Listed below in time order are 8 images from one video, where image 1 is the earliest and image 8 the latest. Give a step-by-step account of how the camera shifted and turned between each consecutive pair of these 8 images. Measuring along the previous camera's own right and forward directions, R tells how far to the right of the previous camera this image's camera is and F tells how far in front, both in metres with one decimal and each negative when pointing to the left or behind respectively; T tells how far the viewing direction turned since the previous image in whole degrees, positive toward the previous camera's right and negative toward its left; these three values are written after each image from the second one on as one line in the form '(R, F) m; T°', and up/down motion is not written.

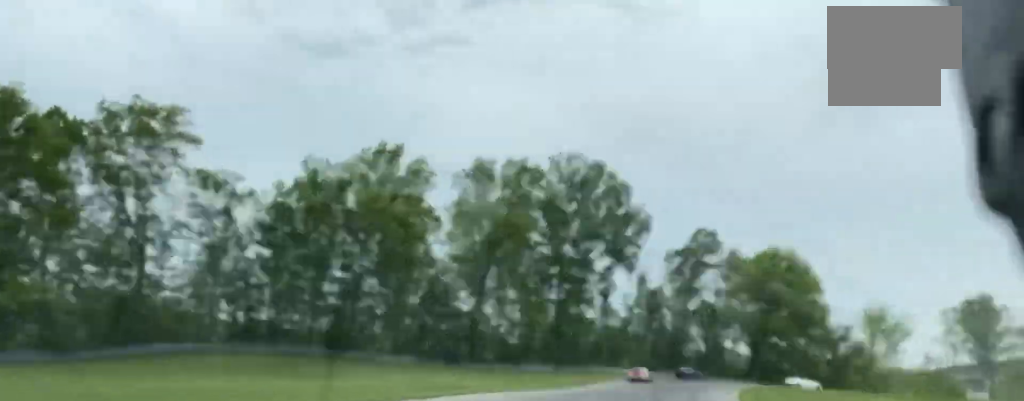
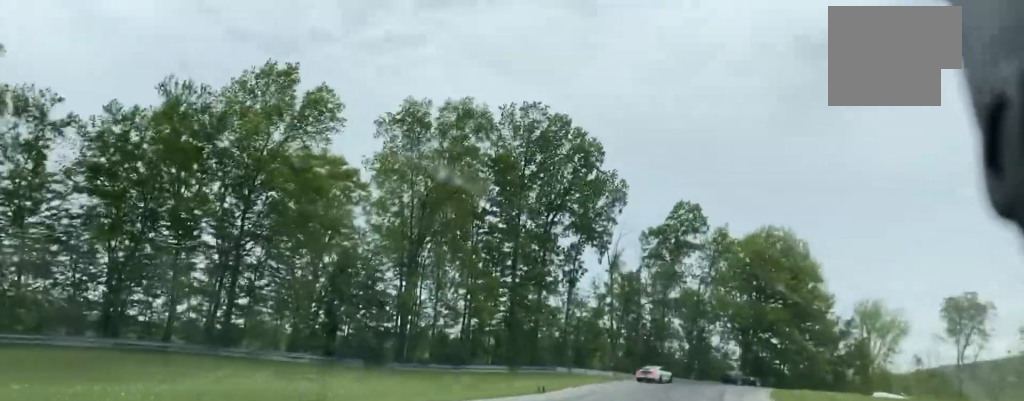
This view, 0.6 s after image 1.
(-0.2, +19.6) m; +3°
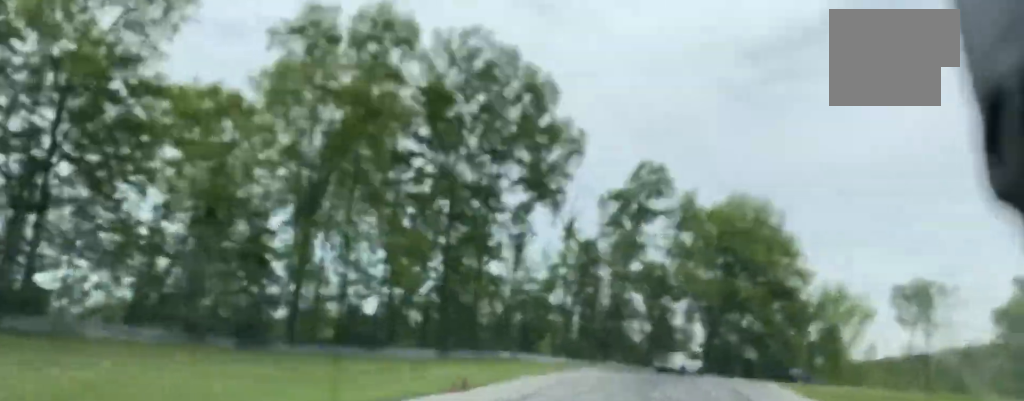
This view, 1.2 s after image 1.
(+1.1, +18.0) m; +3°
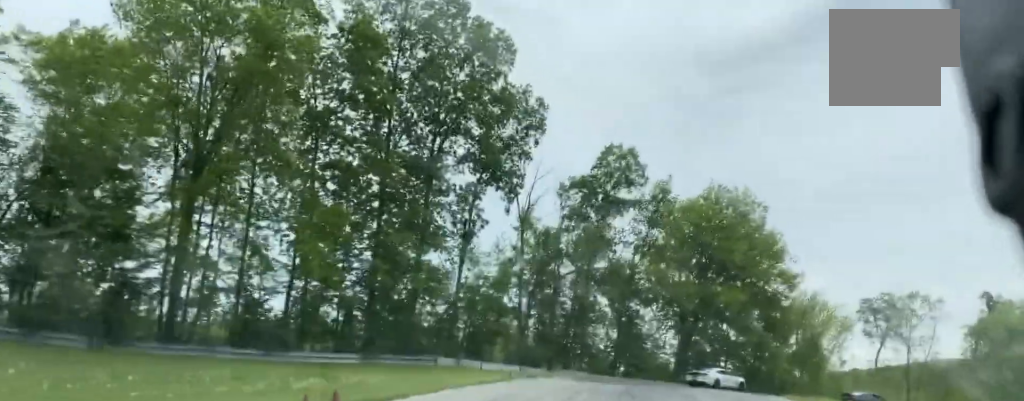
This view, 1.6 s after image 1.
(+0.4, +11.7) m; +2°
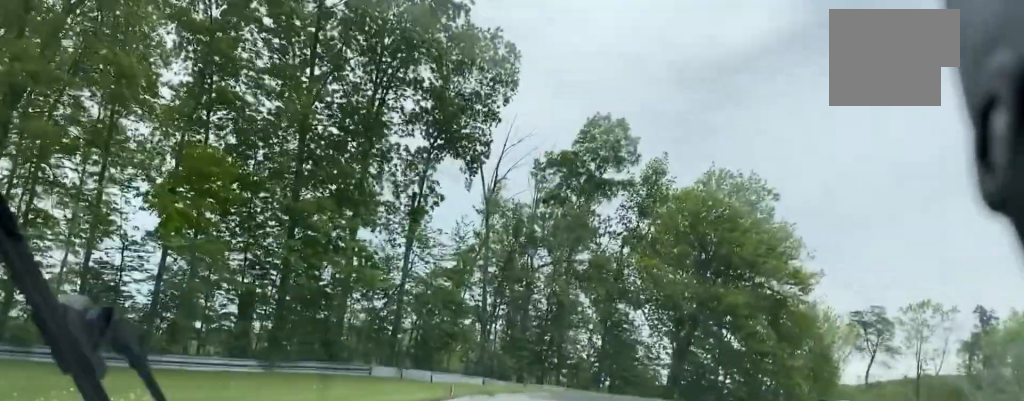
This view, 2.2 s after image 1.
(+0.3, +14.2) m; +6°
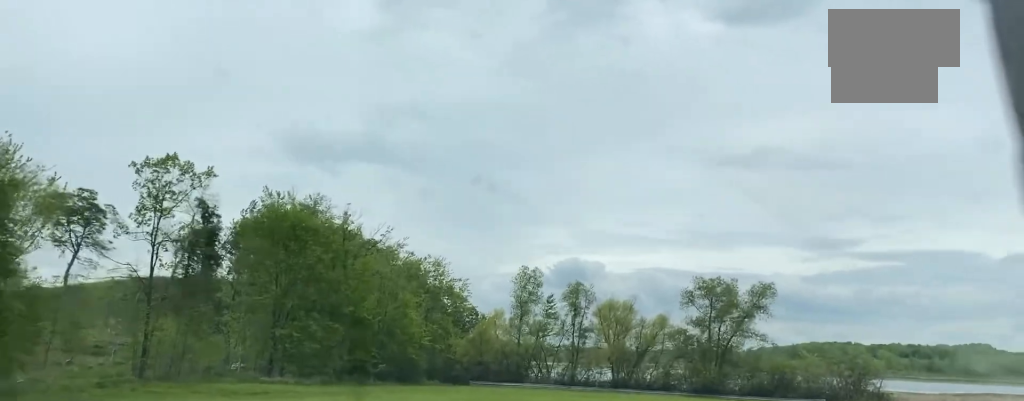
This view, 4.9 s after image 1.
(+20.6, +42.6) m; +68°
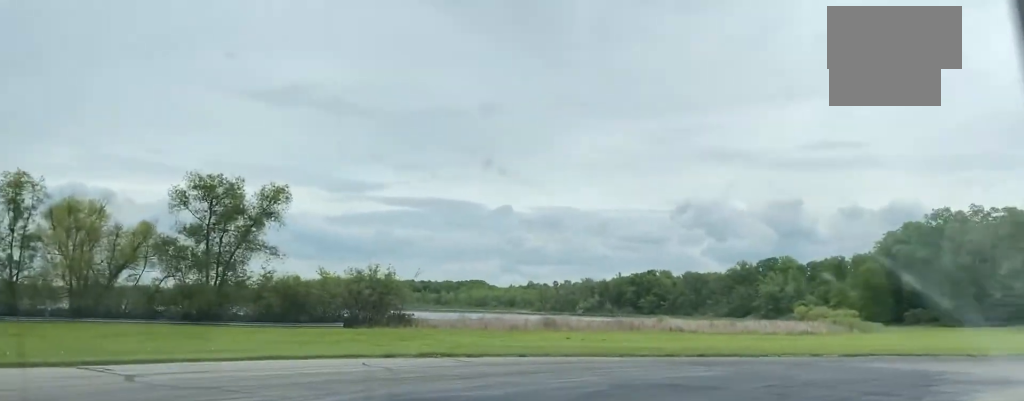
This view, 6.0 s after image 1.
(+4.4, +16.1) m; +27°
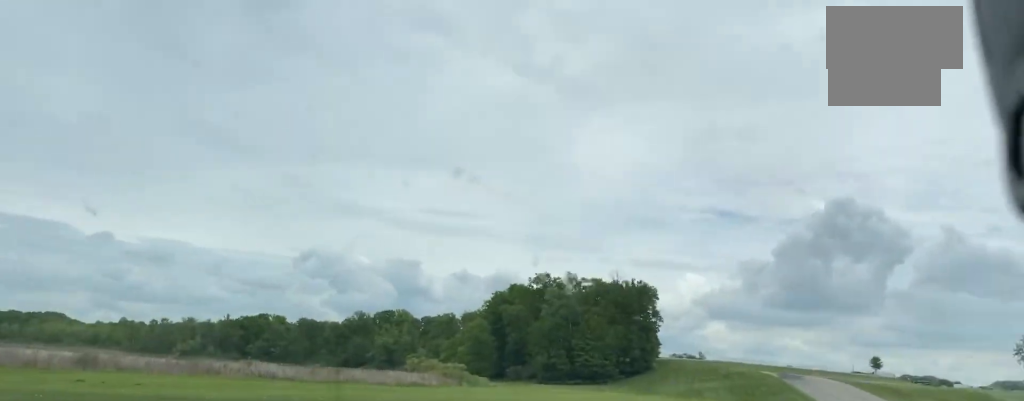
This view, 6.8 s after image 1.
(+1.9, +13.8) m; +20°
